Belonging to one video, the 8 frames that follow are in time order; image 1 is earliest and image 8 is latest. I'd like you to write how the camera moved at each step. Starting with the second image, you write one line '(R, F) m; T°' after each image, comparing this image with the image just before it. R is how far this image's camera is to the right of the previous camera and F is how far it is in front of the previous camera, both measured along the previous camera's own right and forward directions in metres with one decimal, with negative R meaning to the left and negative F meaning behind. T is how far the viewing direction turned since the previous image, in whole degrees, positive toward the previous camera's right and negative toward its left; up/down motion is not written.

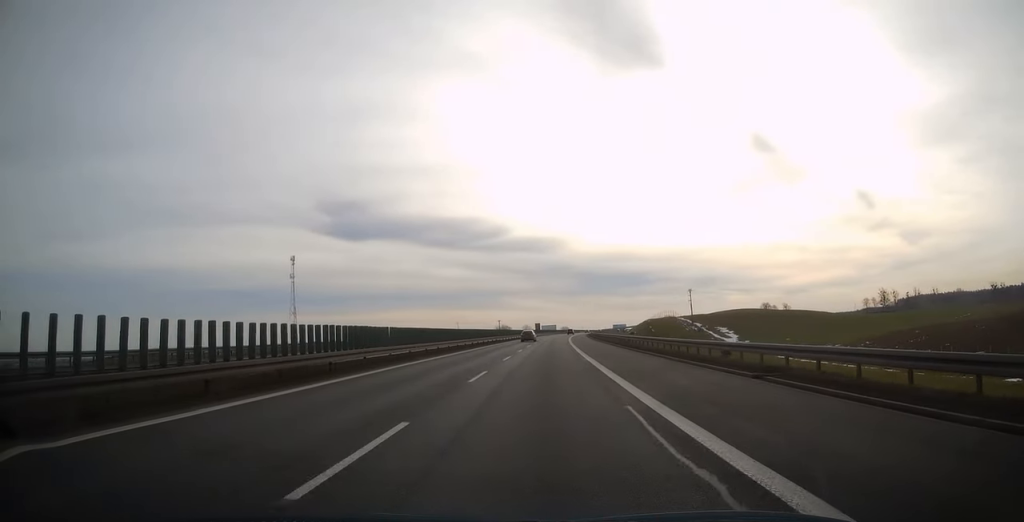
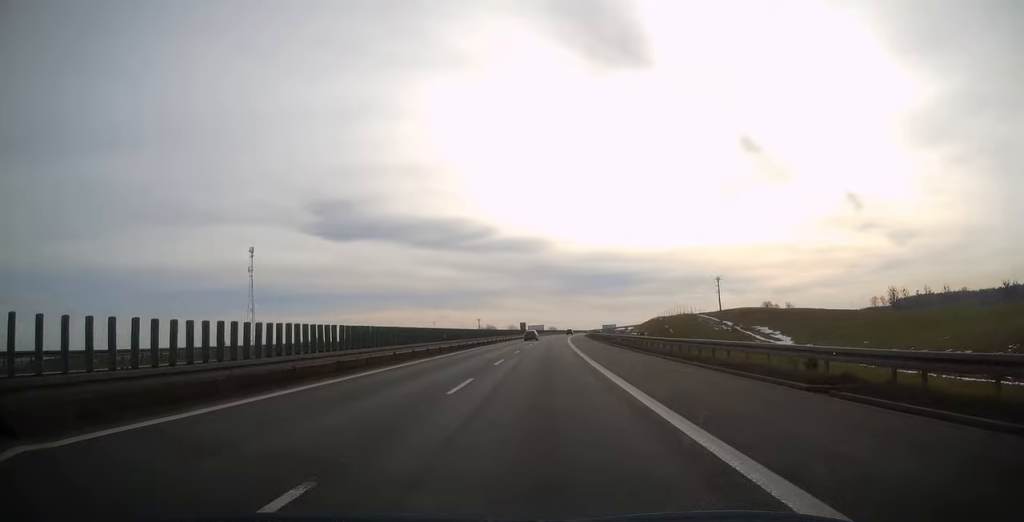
(+0.4, +38.6) m; +1°
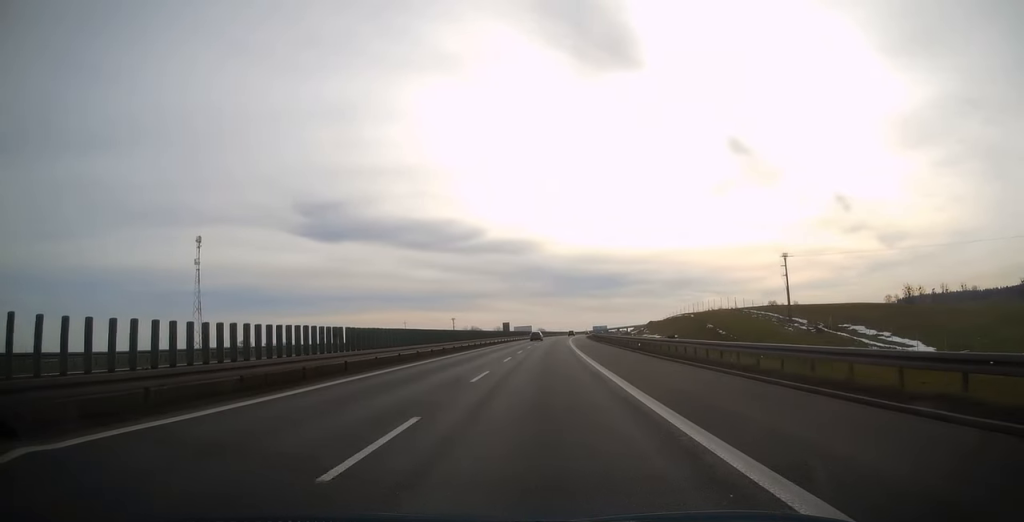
(+0.6, +43.2) m; +1°
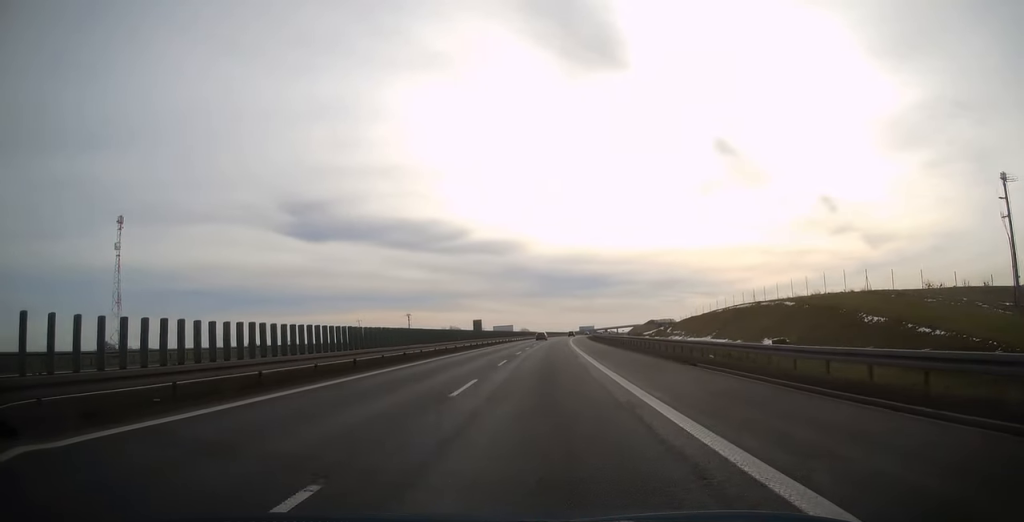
(+0.4, +50.8) m; +1°
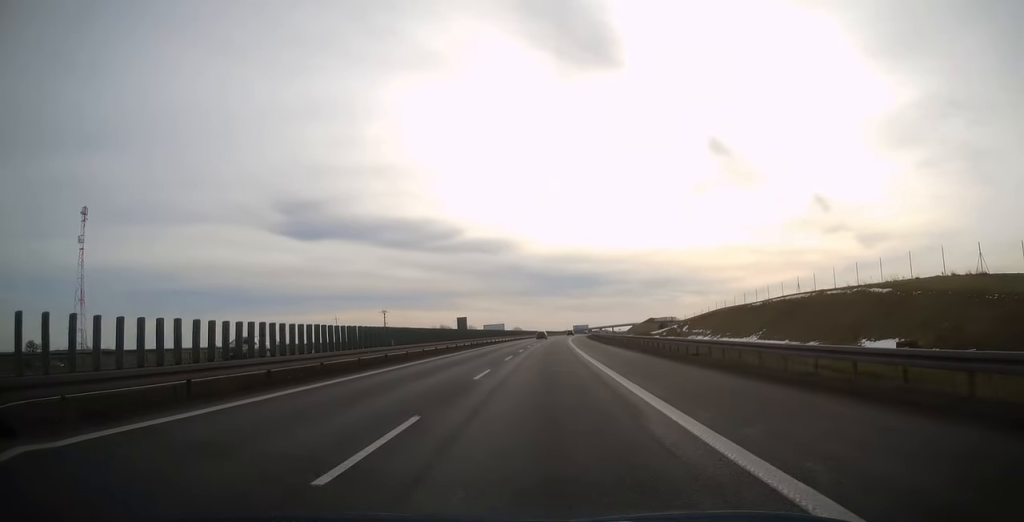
(+0.3, +19.3) m; +1°
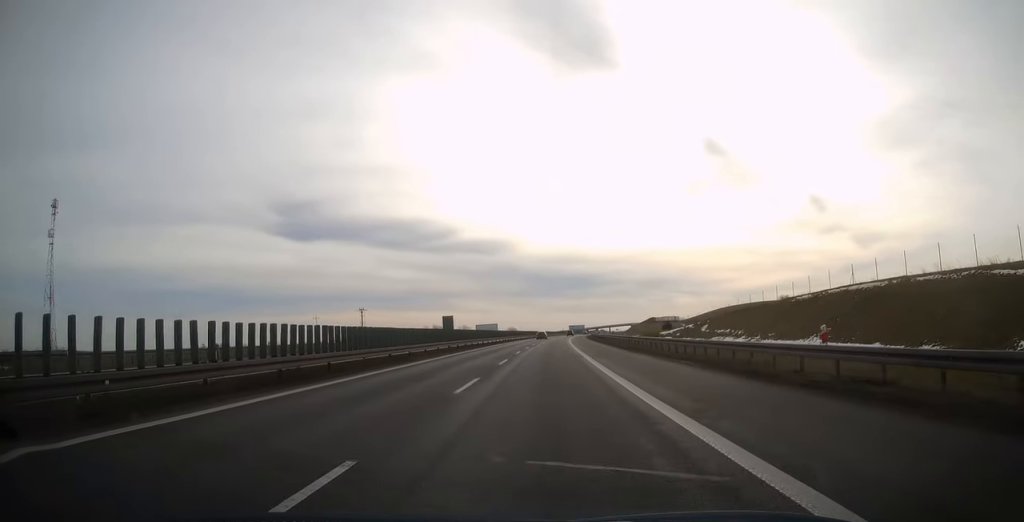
(+0.1, +15.3) m; +1°
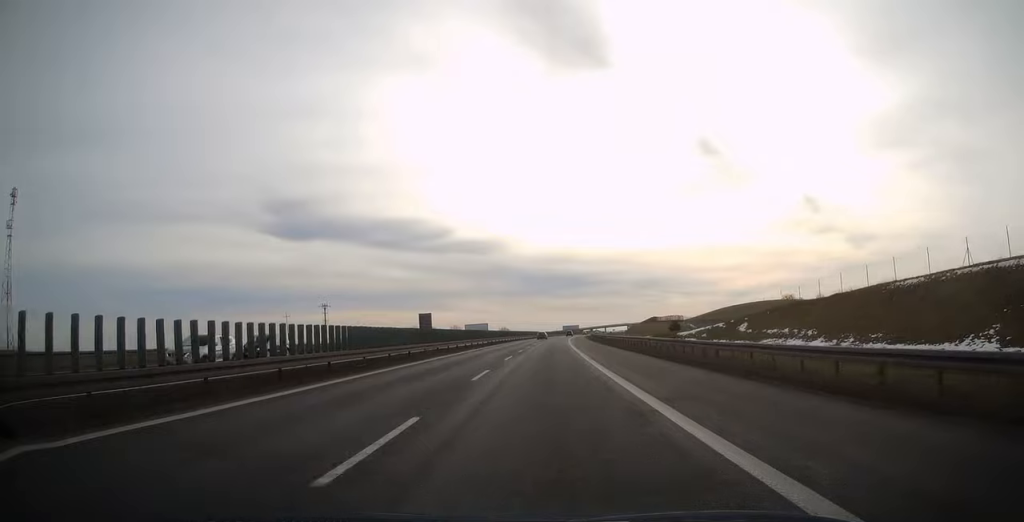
(+0.1, +19.8) m; +1°
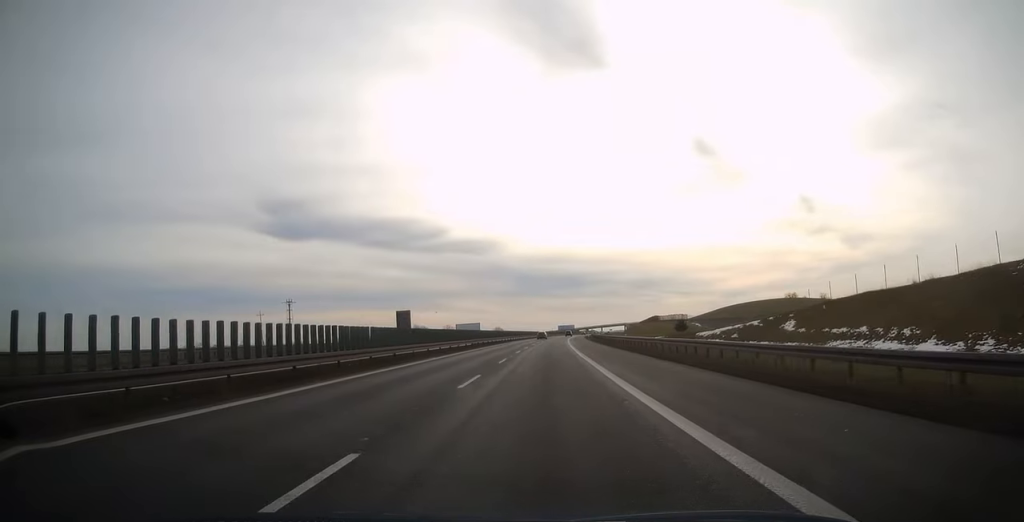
(+0.1, +14.7) m; 0°
